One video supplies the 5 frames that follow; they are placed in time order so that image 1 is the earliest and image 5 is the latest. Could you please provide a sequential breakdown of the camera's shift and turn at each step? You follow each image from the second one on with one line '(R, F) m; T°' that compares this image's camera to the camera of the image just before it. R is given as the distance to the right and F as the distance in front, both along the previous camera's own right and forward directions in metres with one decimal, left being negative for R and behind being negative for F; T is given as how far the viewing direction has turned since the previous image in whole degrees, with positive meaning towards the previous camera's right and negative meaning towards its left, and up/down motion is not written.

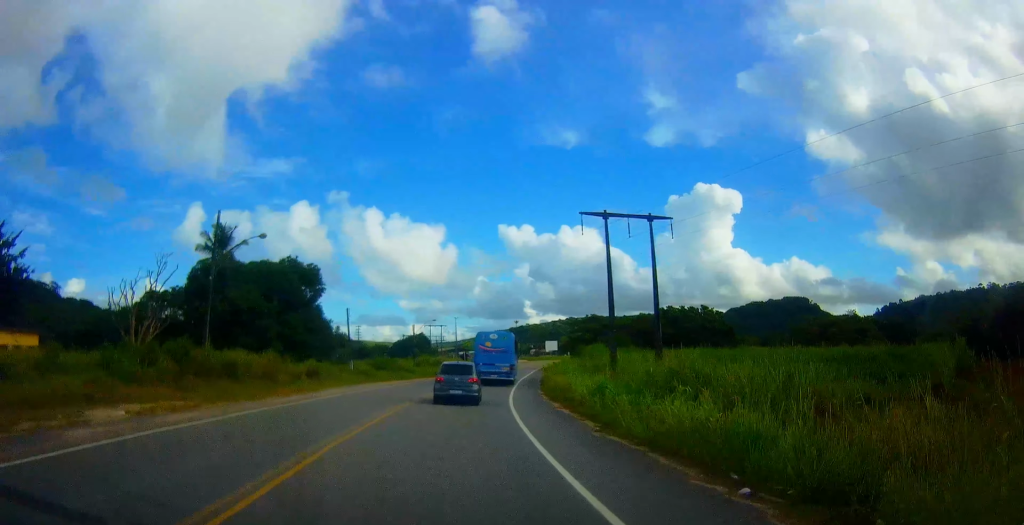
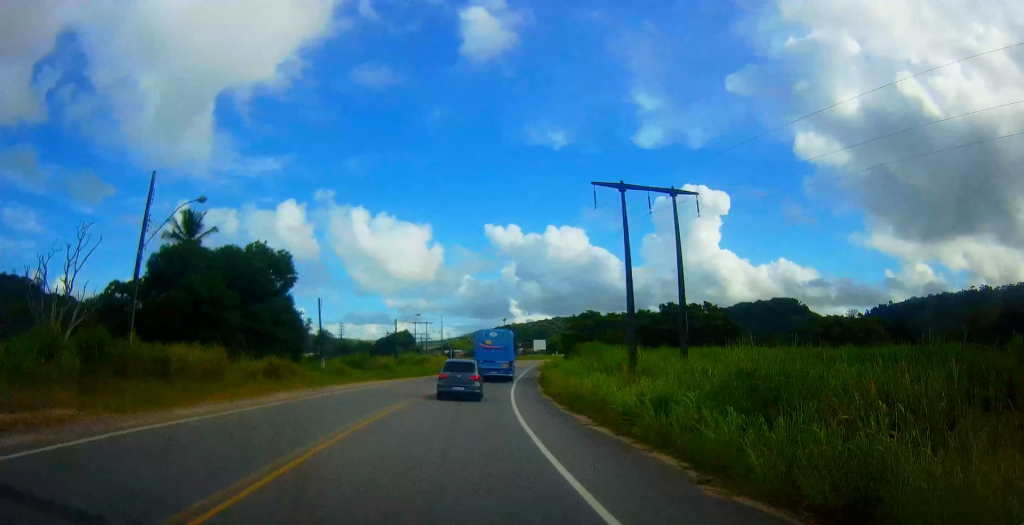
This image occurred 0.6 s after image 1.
(-0.1, +5.5) m; +1°
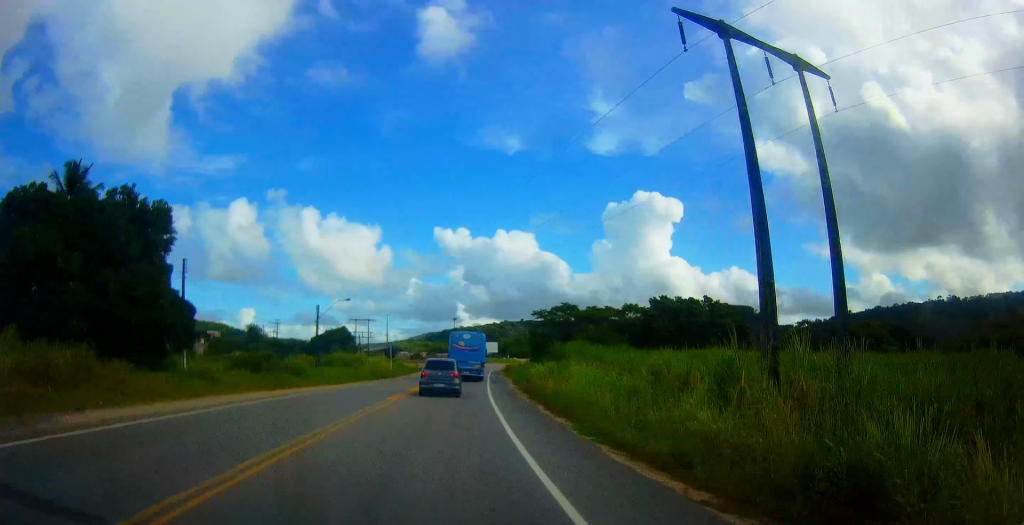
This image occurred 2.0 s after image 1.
(+0.7, +15.4) m; +3°
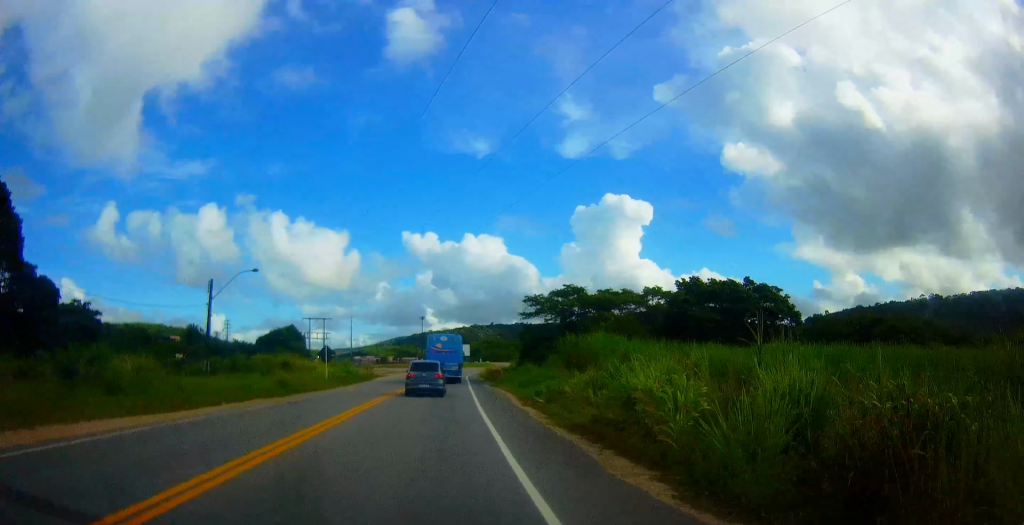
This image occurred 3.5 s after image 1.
(+0.2, +16.9) m; +6°
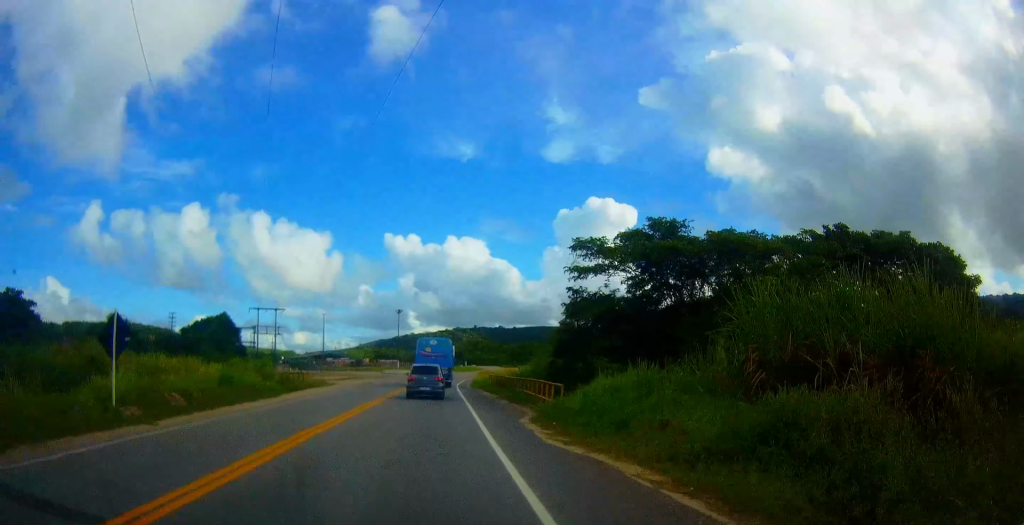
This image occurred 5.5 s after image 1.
(+1.5, +25.5) m; +4°
